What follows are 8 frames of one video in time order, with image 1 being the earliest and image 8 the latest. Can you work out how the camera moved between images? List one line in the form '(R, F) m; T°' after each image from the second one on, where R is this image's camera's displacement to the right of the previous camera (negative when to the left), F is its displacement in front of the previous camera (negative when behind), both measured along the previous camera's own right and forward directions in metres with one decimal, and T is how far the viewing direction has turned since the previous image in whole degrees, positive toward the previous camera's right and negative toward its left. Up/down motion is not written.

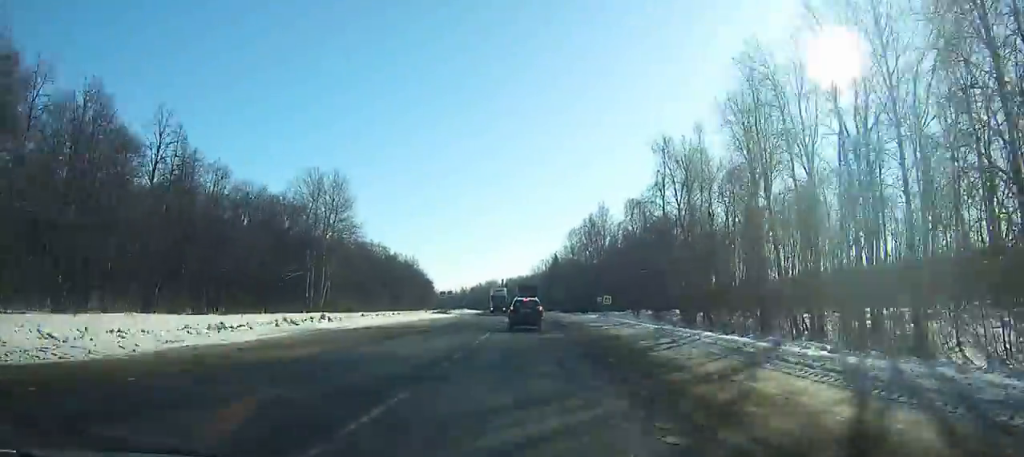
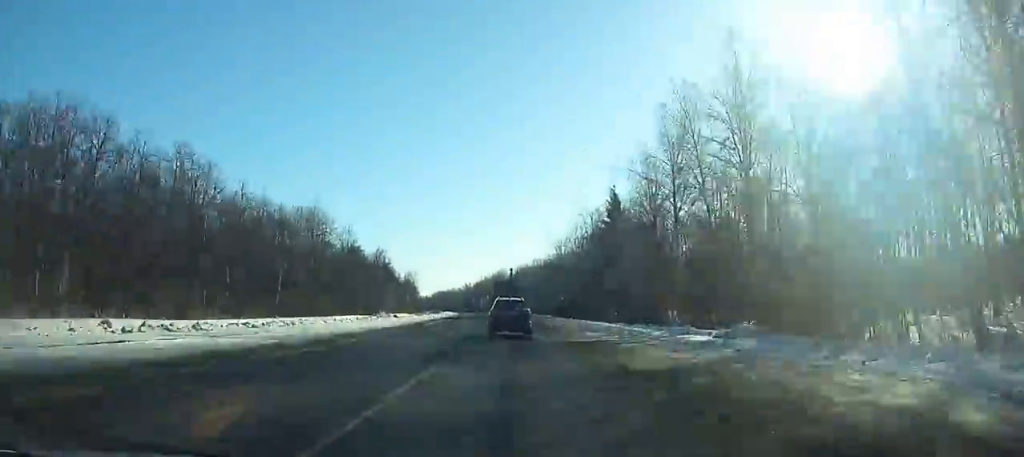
(-1.8, +102.4) m; -3°
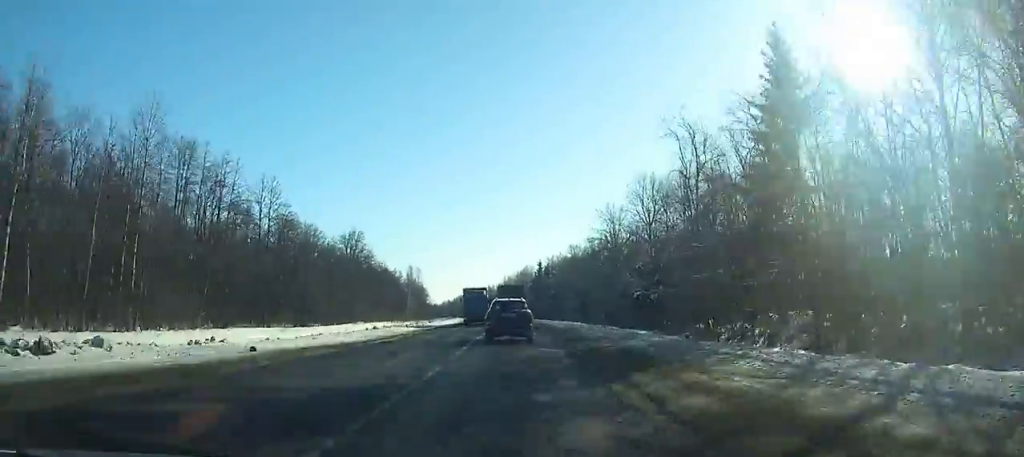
(-0.8, +49.6) m; -2°
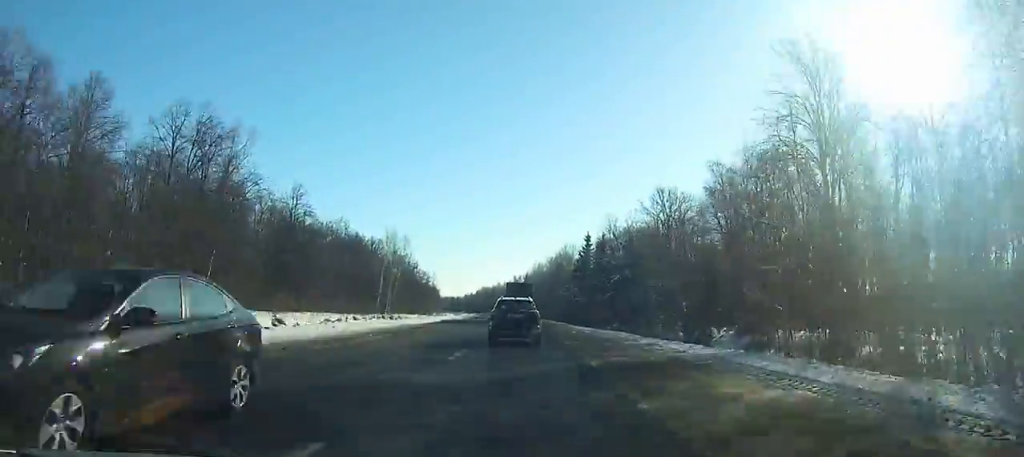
(-1.7, +67.6) m; -2°
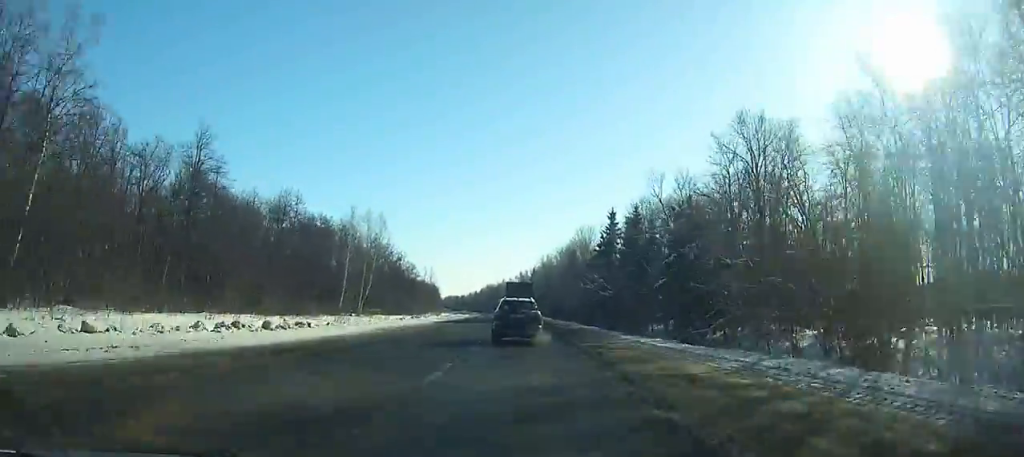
(-0.4, +28.8) m; -1°
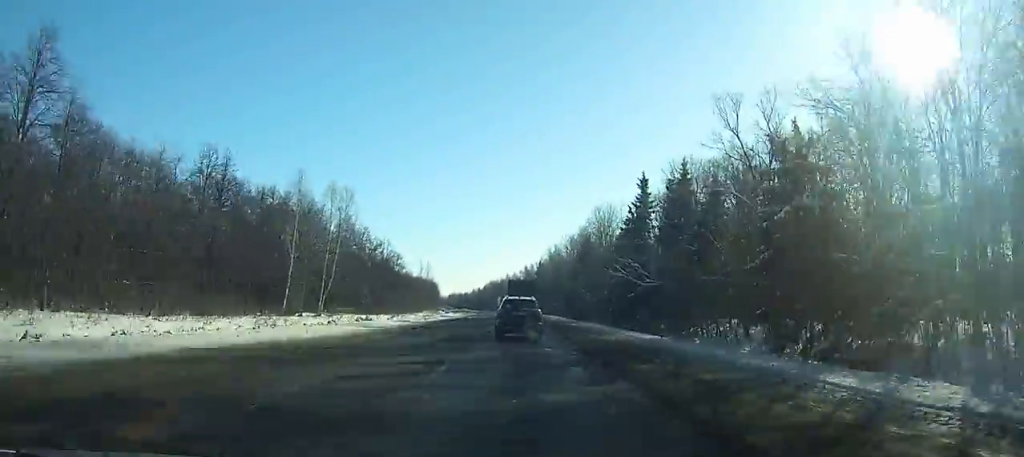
(-0.1, +23.5) m; -1°
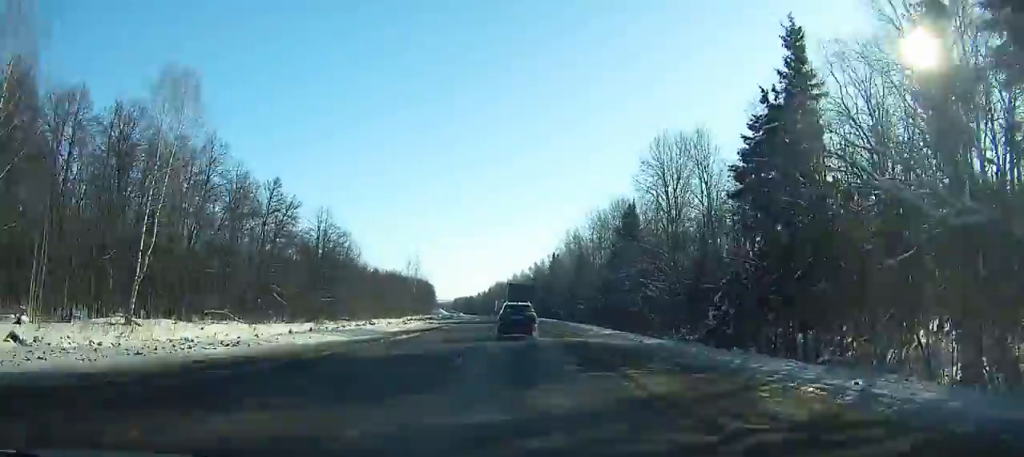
(-0.3, +45.5) m; -1°
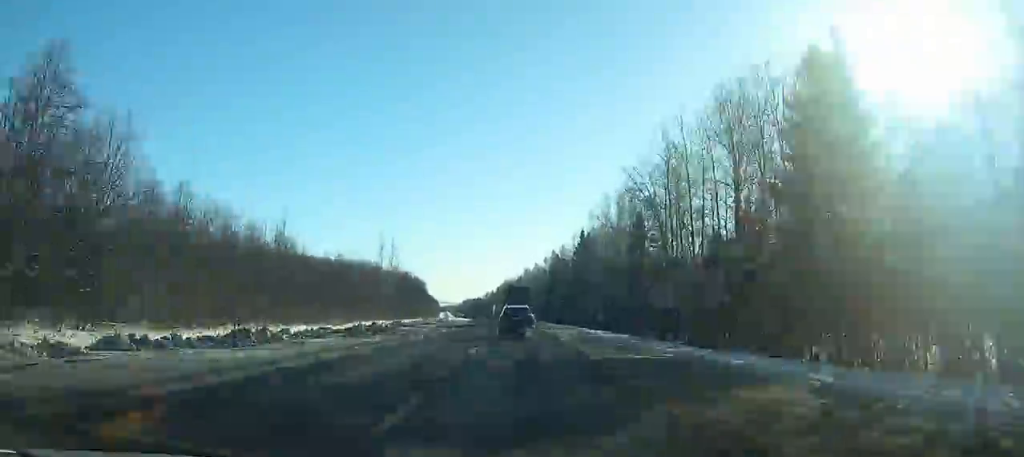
(-0.5, +54.5) m; -1°
